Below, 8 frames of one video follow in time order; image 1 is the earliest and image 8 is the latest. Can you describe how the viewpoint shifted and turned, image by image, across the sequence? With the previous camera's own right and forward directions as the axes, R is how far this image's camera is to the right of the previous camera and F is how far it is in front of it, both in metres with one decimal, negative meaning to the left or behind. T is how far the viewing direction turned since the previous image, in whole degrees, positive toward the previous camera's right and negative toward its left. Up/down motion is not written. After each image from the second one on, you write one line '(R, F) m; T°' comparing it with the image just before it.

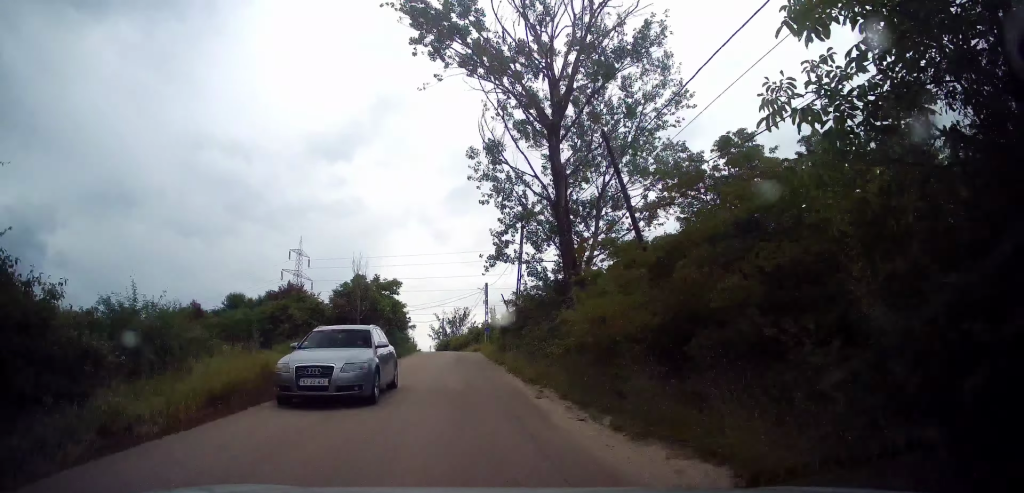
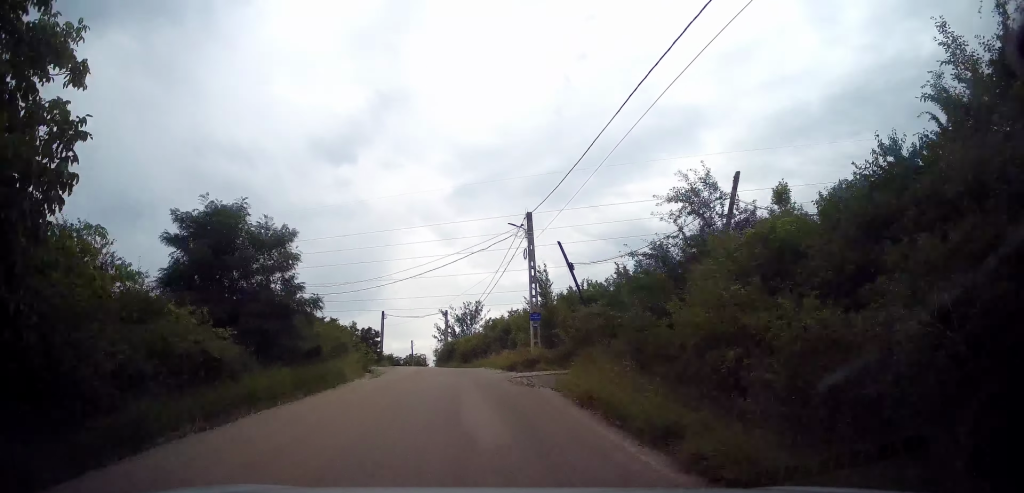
(-0.3, +31.7) m; -1°
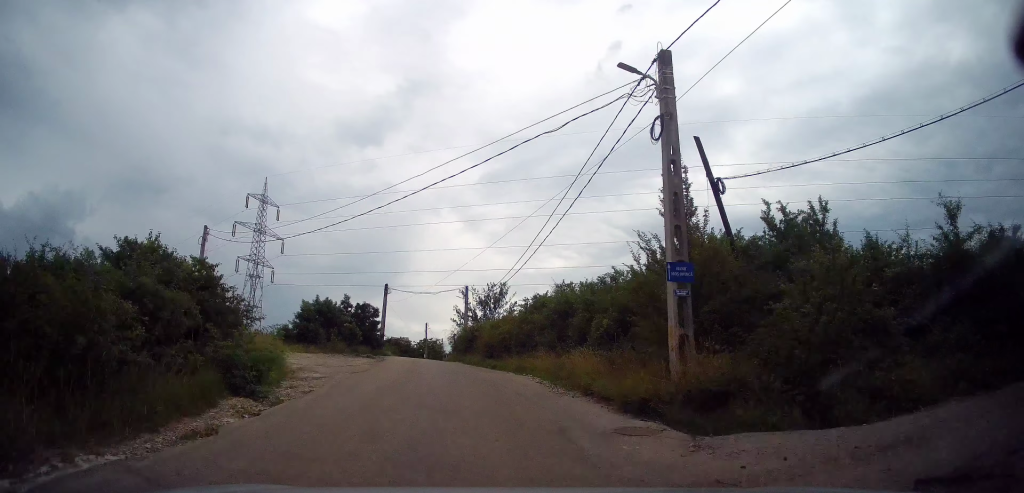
(-0.1, +11.9) m; 0°
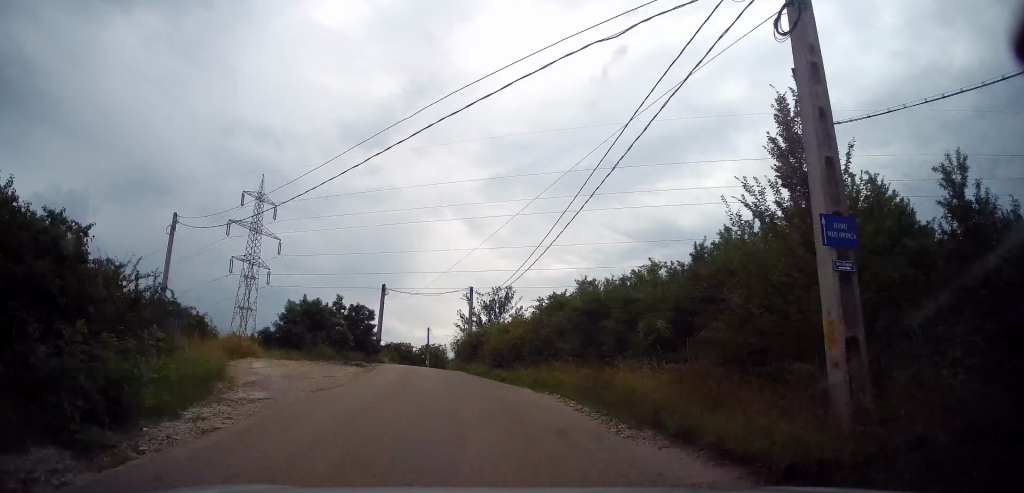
(0.0, +3.8) m; -1°
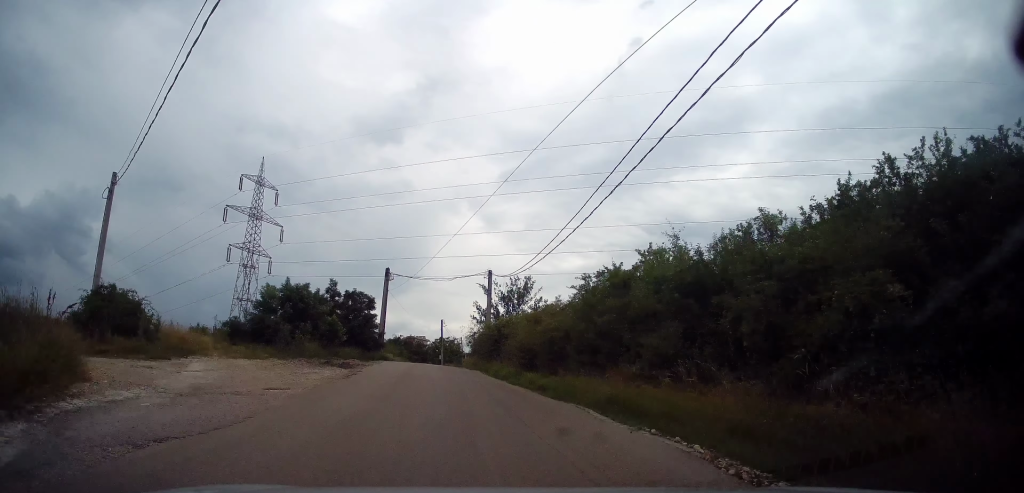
(+0.1, +5.6) m; -1°
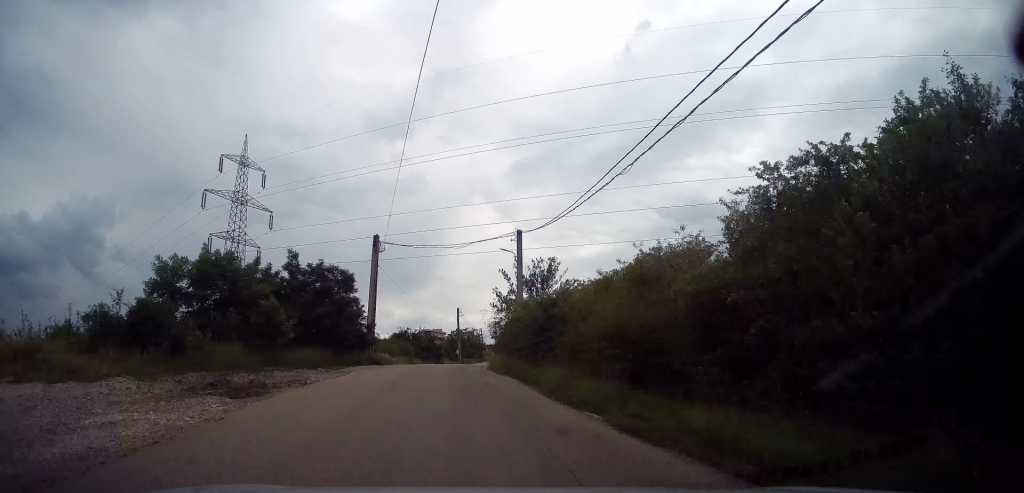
(-0.3, +11.1) m; +3°
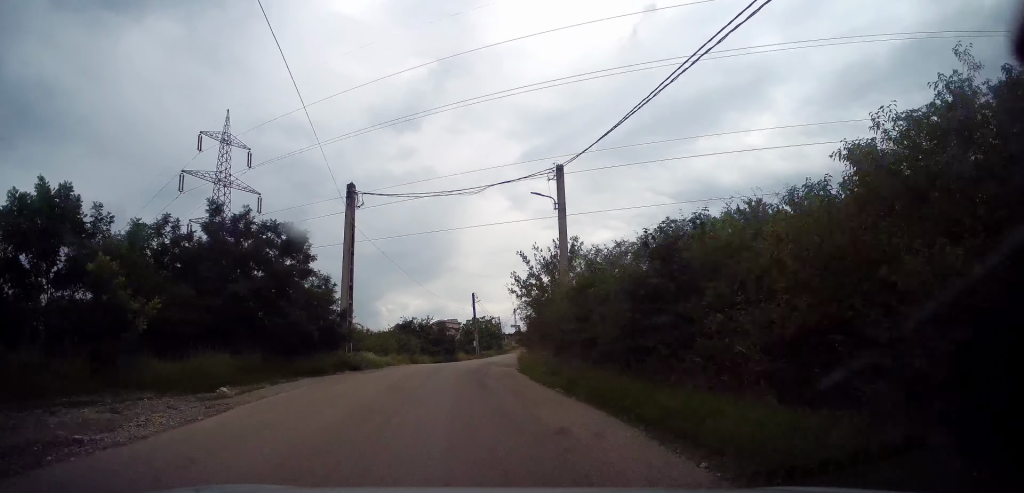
(+0.8, +10.4) m; -6°
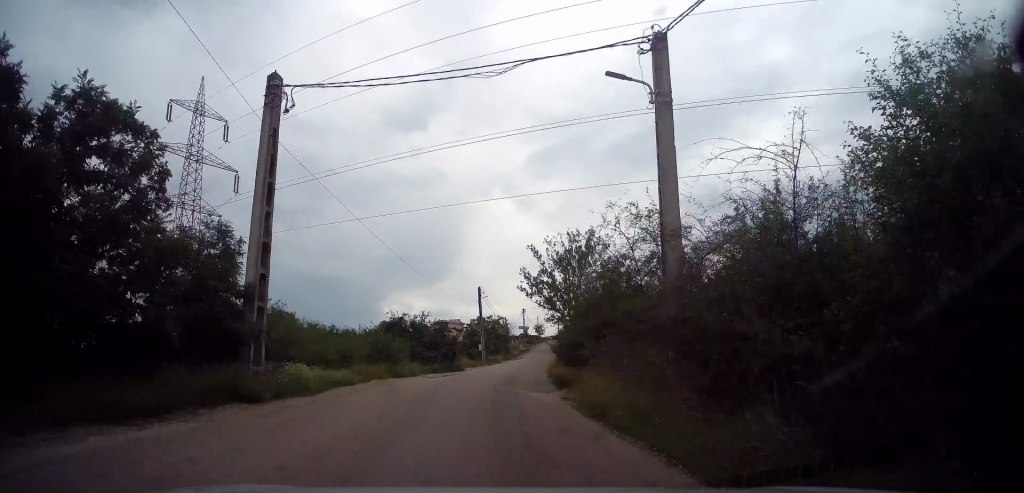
(-1.7, +13.6) m; -2°
